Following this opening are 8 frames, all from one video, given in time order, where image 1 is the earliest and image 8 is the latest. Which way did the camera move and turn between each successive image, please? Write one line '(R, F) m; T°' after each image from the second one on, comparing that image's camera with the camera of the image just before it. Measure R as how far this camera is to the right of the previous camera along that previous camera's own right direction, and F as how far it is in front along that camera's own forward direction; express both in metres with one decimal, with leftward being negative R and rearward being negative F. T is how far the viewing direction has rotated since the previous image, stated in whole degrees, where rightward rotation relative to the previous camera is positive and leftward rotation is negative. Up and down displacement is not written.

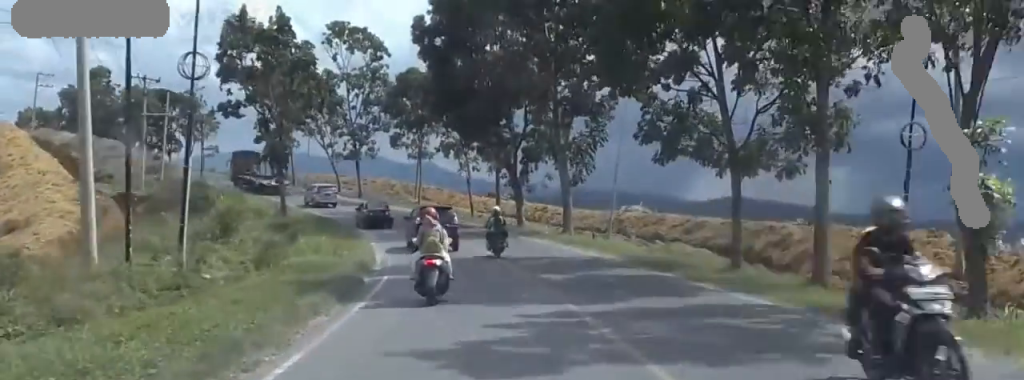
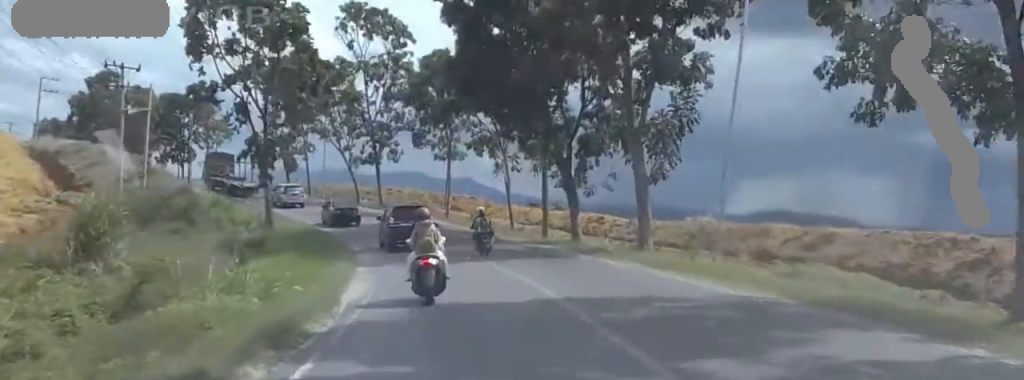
(+0.3, +11.5) m; +9°
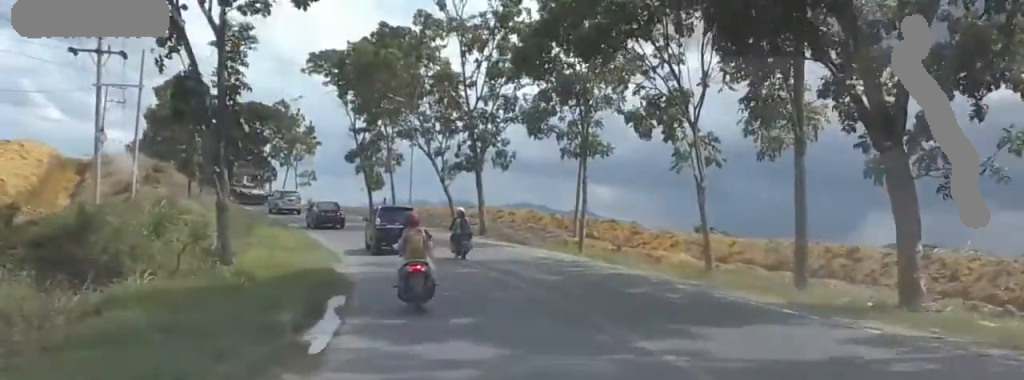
(+3.8, +19.4) m; +16°
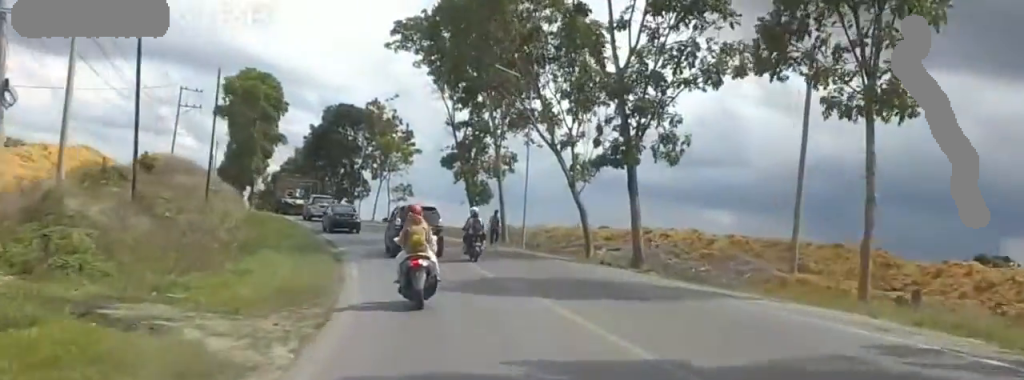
(+0.1, +16.2) m; 0°
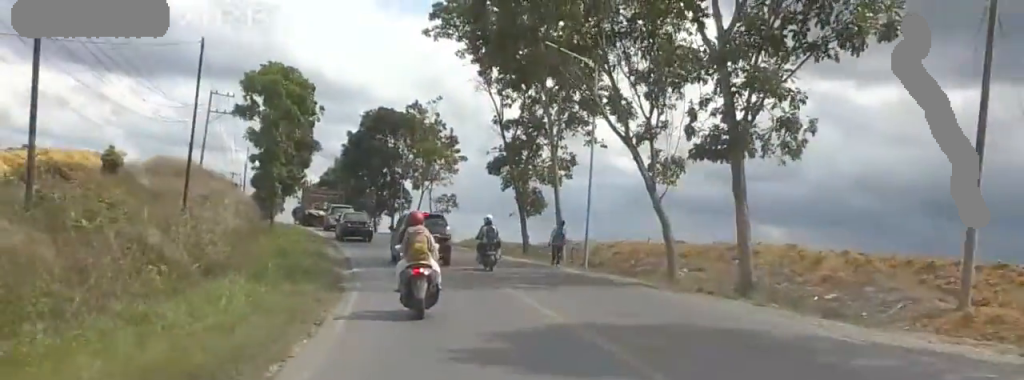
(0.0, +6.7) m; 0°
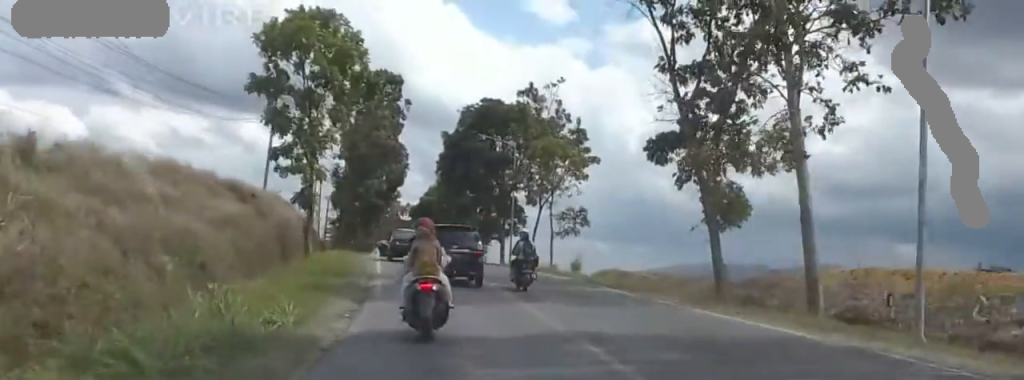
(0.0, +17.1) m; +5°
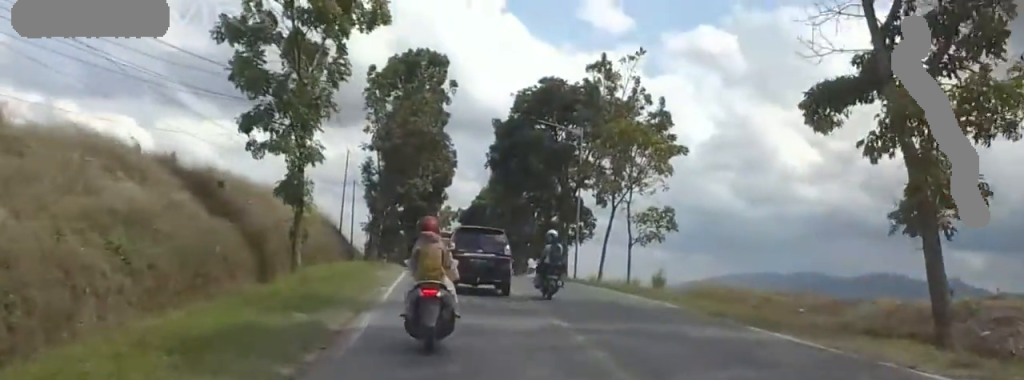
(+0.5, +8.9) m; +7°
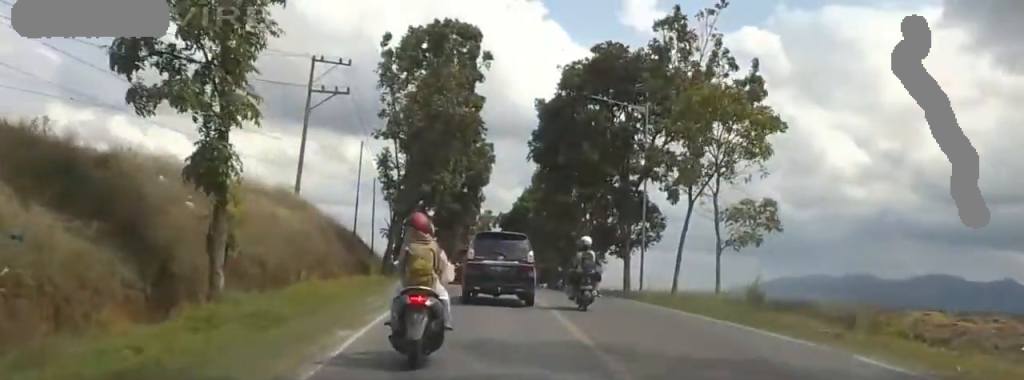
(+0.7, +8.4) m; +7°
